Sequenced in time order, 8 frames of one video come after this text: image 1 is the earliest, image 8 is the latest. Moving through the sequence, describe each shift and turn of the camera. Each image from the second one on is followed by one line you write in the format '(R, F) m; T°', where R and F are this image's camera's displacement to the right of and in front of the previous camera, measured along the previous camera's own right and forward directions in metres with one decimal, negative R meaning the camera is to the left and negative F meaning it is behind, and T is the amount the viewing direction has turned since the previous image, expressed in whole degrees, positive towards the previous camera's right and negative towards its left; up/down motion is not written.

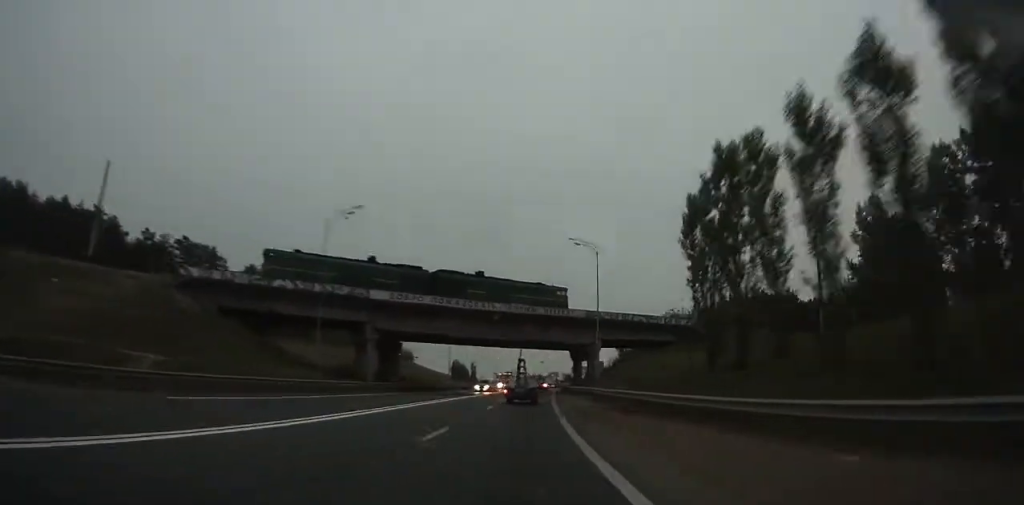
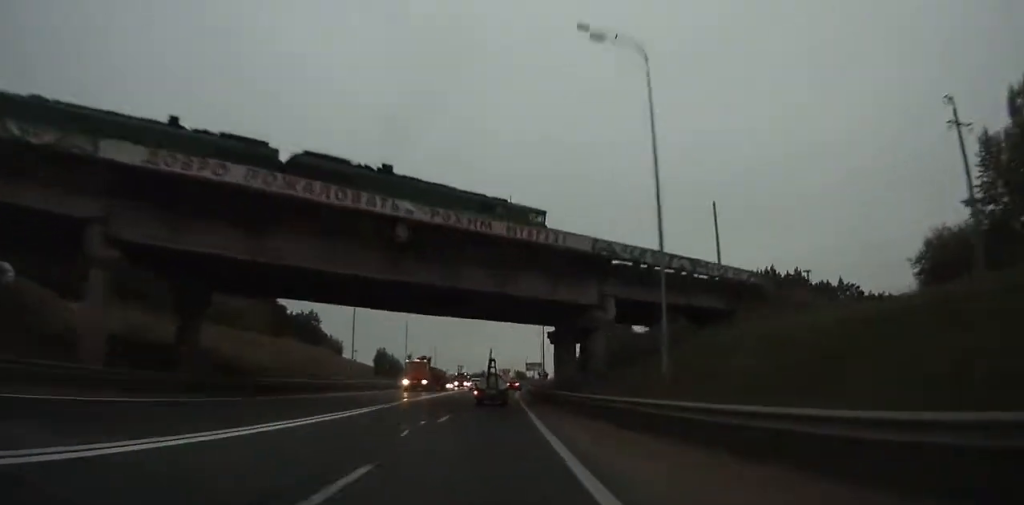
(+1.3, +30.5) m; +4°
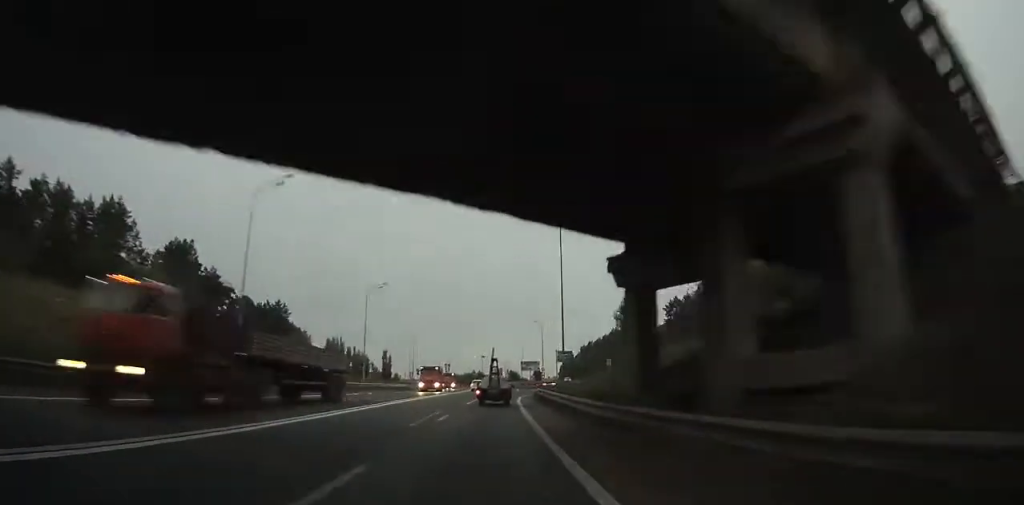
(+1.0, +24.3) m; +2°
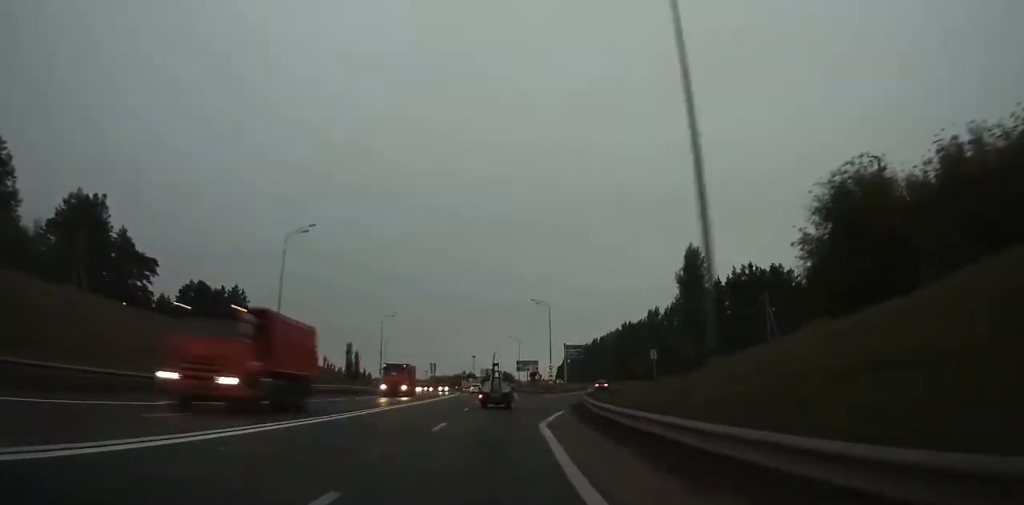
(+0.5, +27.4) m; +1°
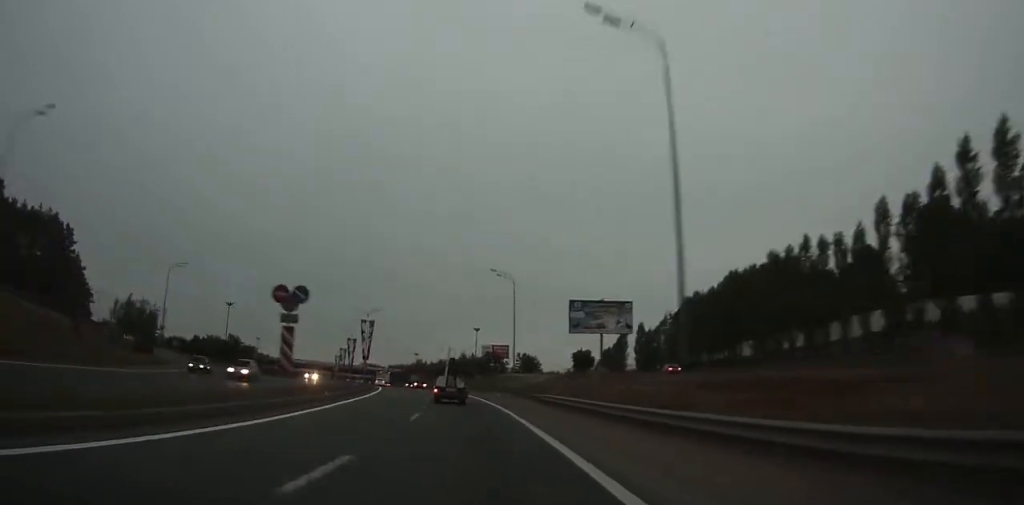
(-0.3, +114.3) m; -4°
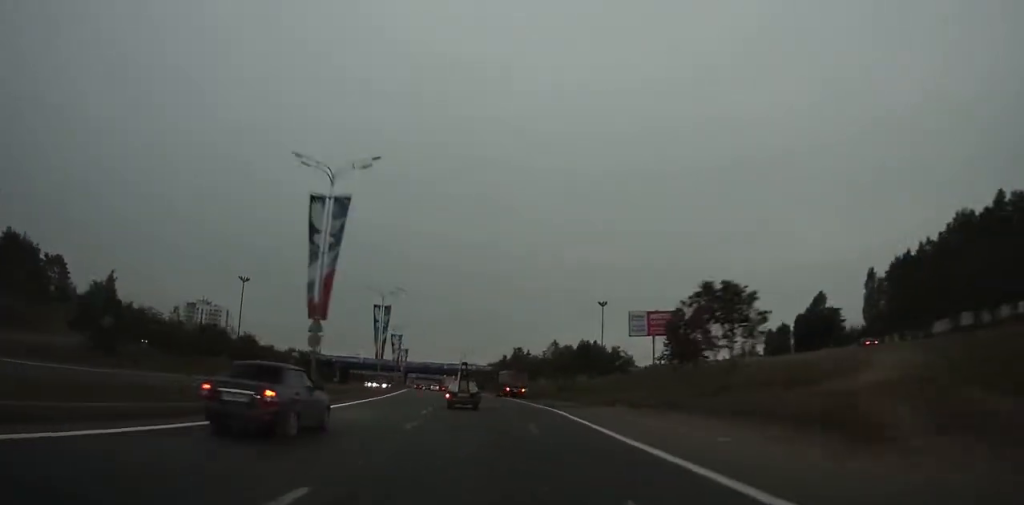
(-4.2, +62.1) m; -9°
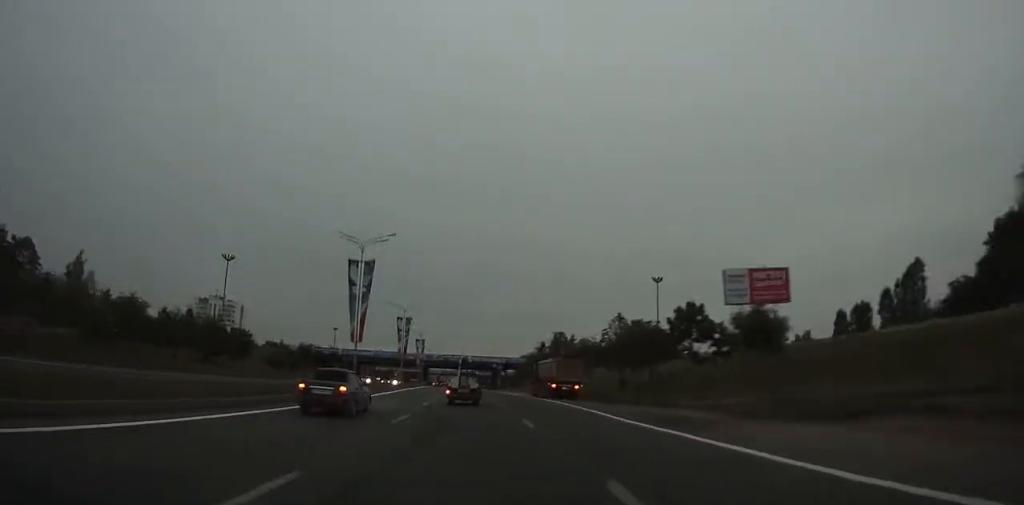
(-1.3, +23.5) m; -2°
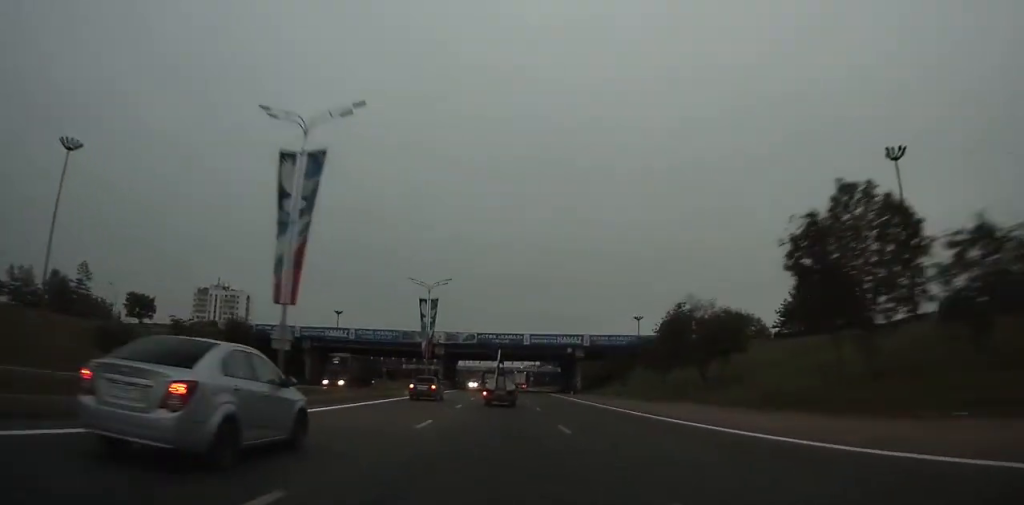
(-3.0, +61.1) m; -4°
